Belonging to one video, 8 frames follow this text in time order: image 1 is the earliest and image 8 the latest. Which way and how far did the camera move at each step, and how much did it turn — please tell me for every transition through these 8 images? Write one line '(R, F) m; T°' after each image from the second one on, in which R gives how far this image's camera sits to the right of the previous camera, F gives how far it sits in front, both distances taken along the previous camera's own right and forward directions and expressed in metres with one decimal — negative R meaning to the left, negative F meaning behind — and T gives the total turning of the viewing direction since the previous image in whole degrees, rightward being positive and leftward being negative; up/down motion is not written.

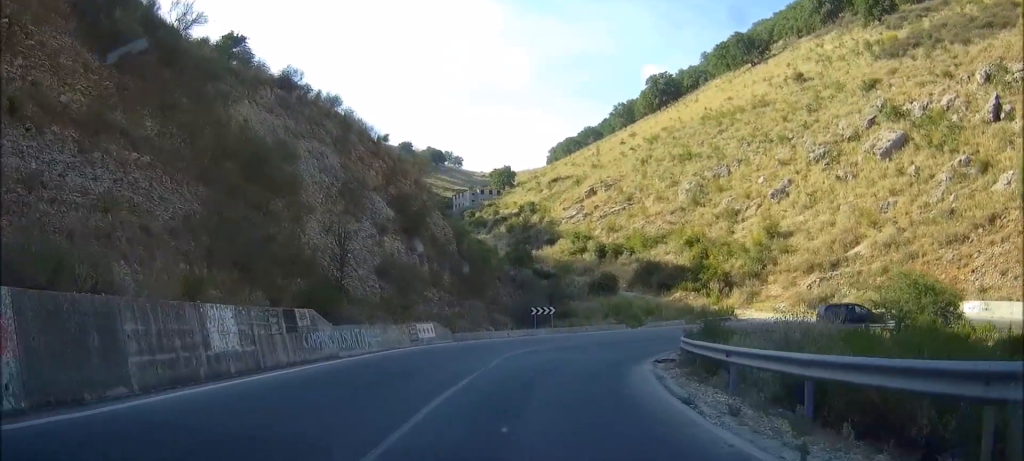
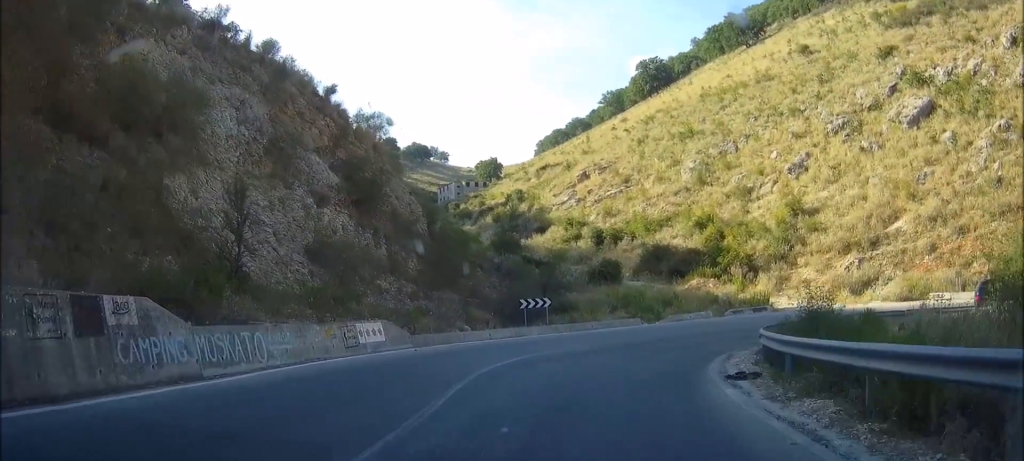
(+0.1, +9.3) m; +3°
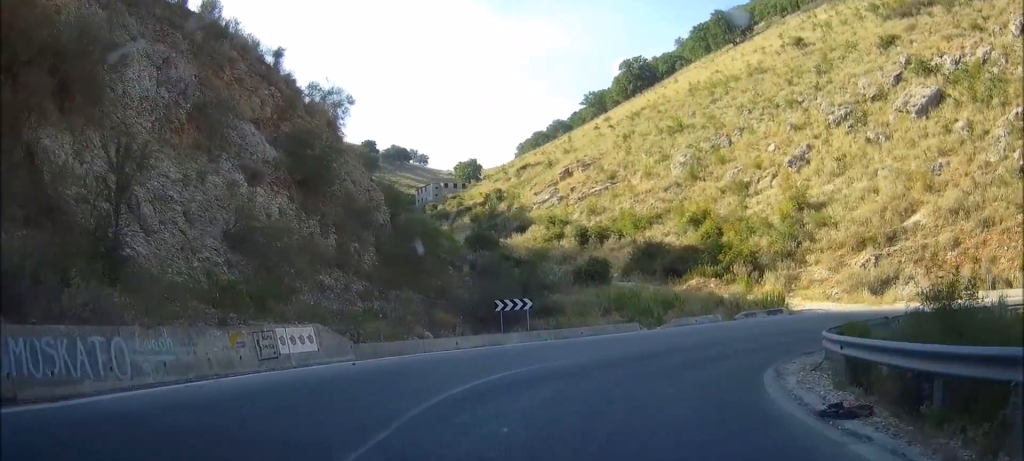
(-0.1, +5.5) m; +3°
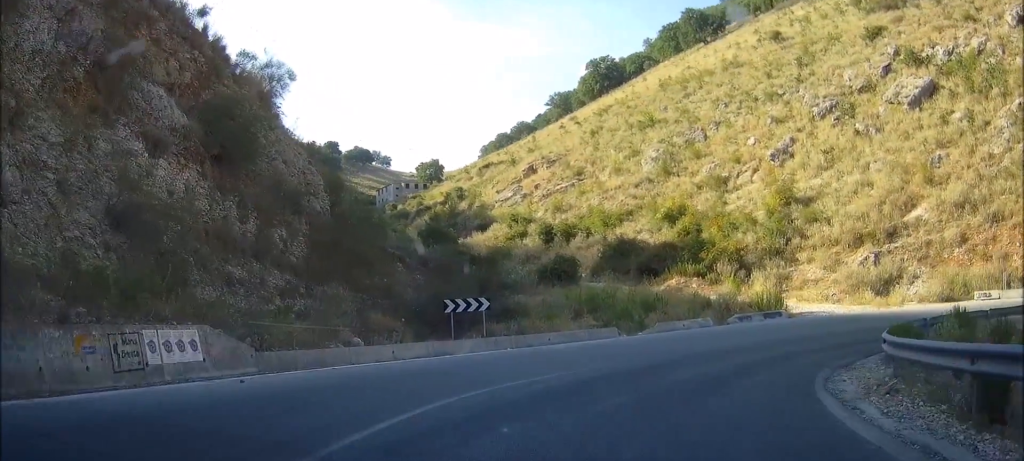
(+0.2, +4.5) m; +4°
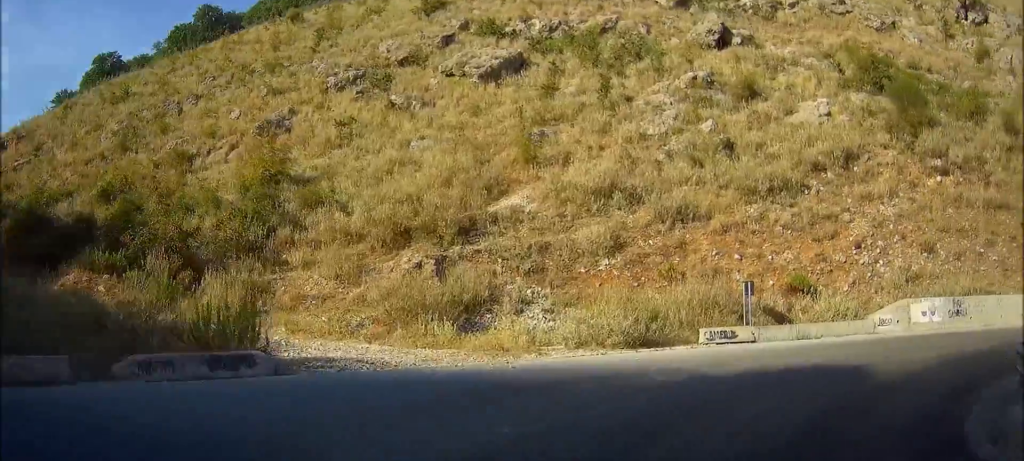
(+4.0, +17.3) m; +40°
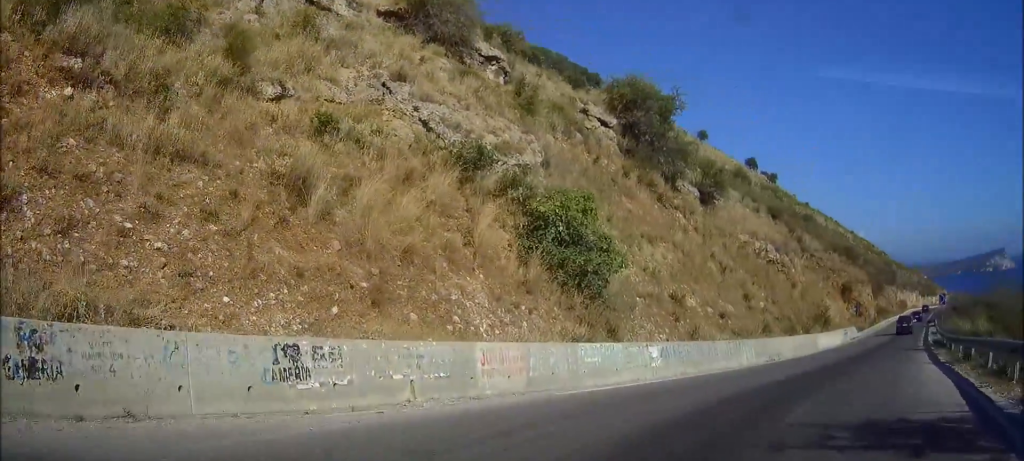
(+10.5, +12.1) m; +71°
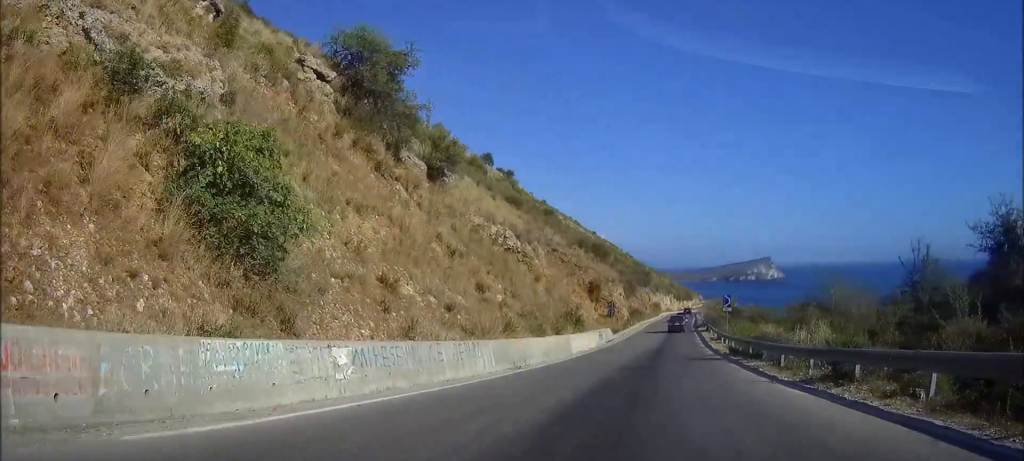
(+1.3, +8.2) m; +18°
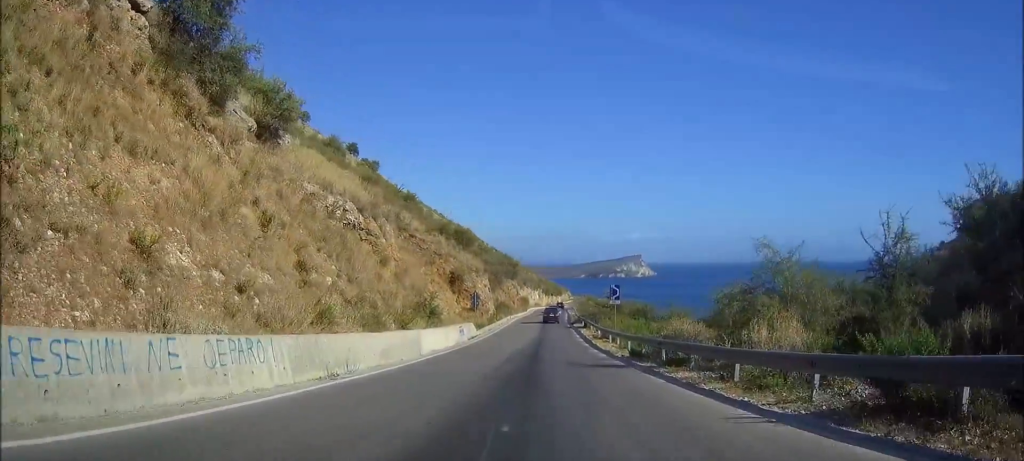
(+1.0, +8.7) m; +15°
